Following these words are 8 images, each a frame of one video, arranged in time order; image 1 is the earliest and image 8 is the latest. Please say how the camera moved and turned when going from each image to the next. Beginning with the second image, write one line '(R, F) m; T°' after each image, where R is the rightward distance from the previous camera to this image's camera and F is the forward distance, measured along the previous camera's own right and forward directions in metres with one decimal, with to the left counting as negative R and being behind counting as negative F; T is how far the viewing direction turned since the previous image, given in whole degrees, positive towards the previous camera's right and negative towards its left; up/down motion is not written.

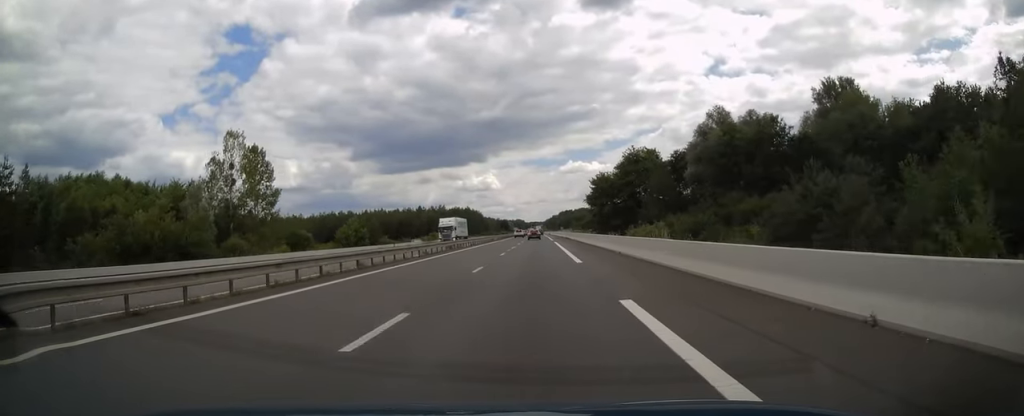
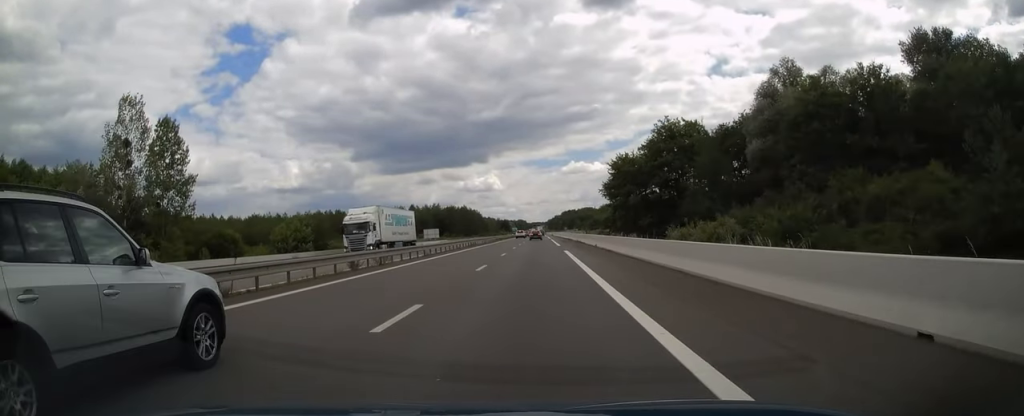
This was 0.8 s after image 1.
(-0.1, +24.6) m; 0°
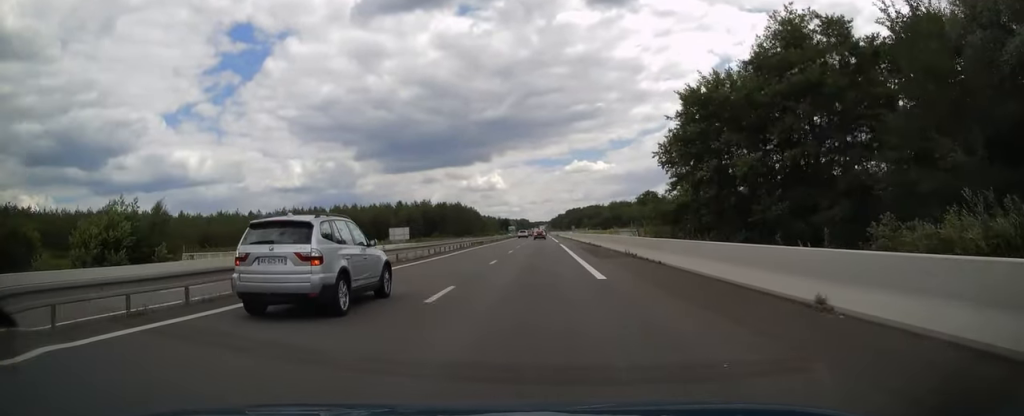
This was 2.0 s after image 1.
(-0.1, +35.3) m; 0°
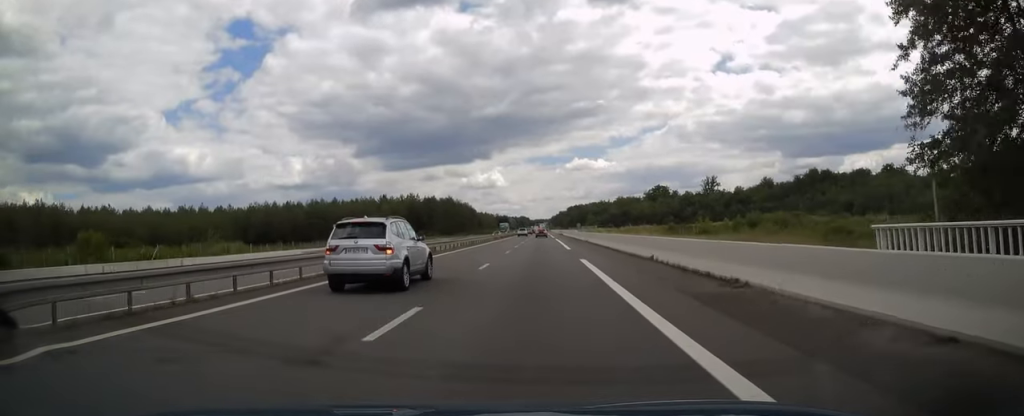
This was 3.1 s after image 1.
(0.0, +29.9) m; 0°
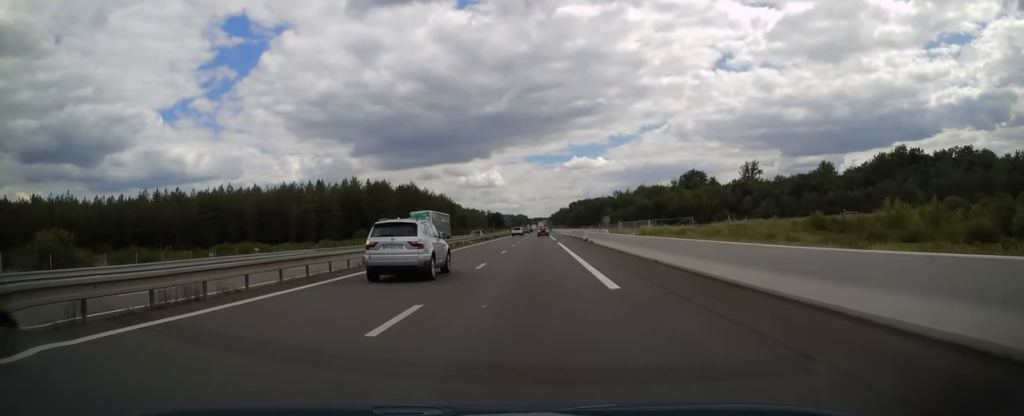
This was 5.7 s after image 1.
(-0.2, +77.6) m; 0°
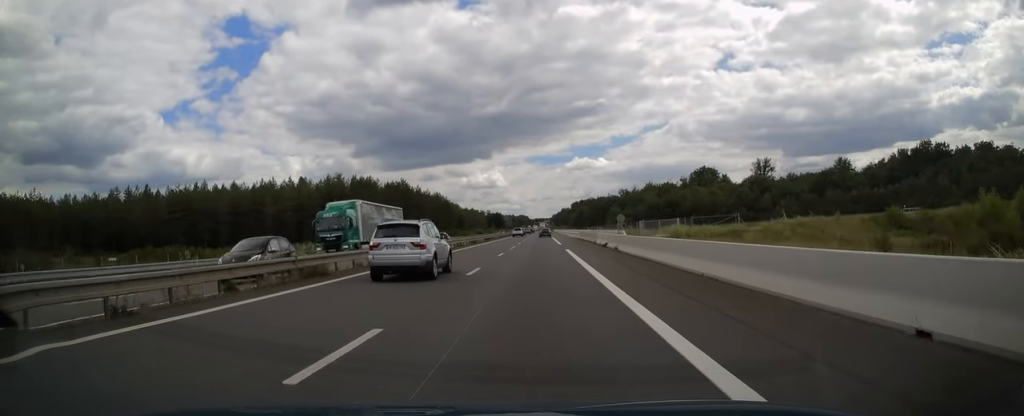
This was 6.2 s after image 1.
(0.0, +15.5) m; 0°
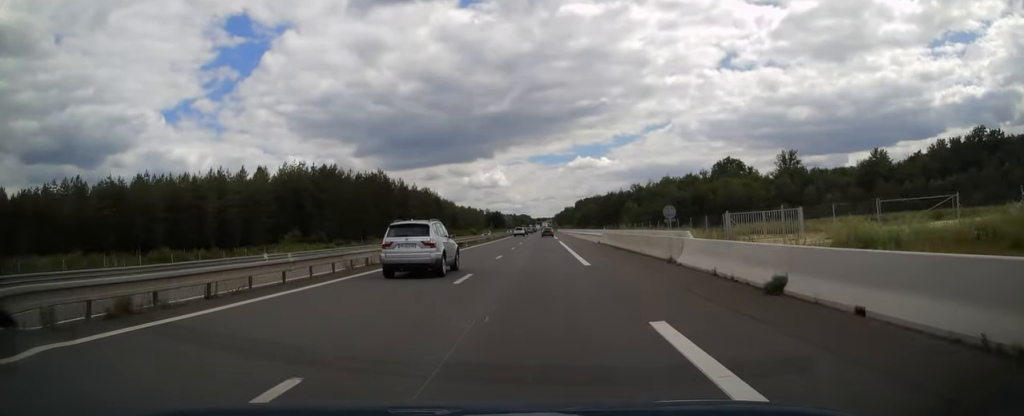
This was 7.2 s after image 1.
(0.0, +28.9) m; 0°
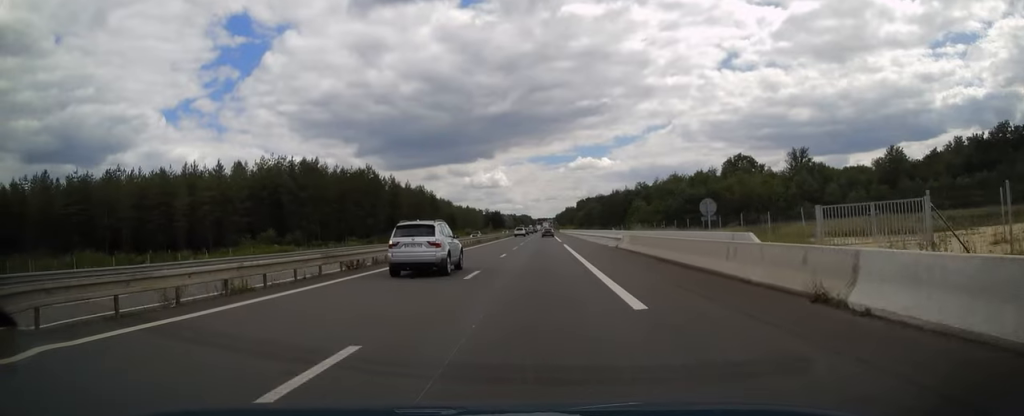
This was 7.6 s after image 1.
(0.0, +11.5) m; 0°
